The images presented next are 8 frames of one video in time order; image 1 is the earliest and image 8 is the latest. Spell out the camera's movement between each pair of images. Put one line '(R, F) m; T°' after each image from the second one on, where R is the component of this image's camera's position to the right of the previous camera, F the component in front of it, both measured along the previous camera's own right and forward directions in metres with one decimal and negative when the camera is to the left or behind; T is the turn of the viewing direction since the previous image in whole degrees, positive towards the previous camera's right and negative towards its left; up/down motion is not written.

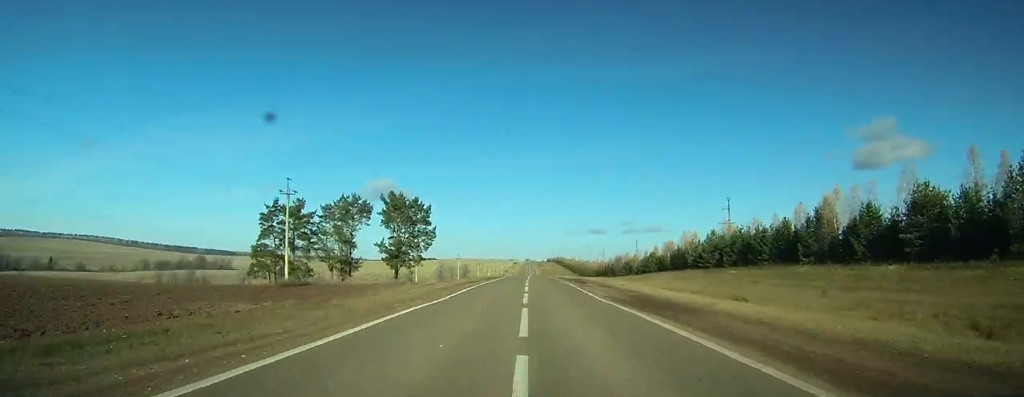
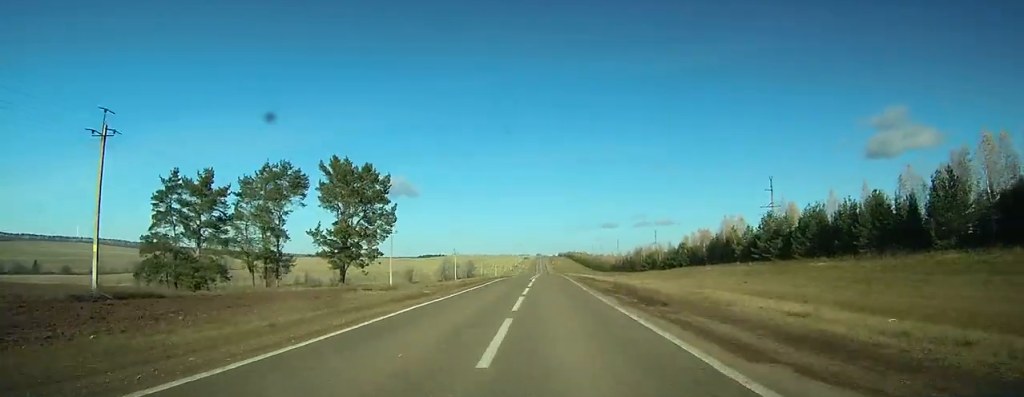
(+0.2, +26.0) m; 0°
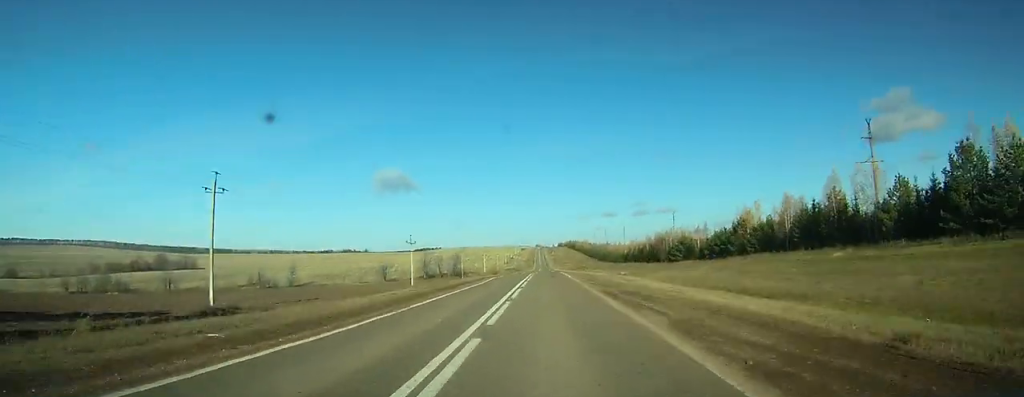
(-0.1, +49.1) m; 0°
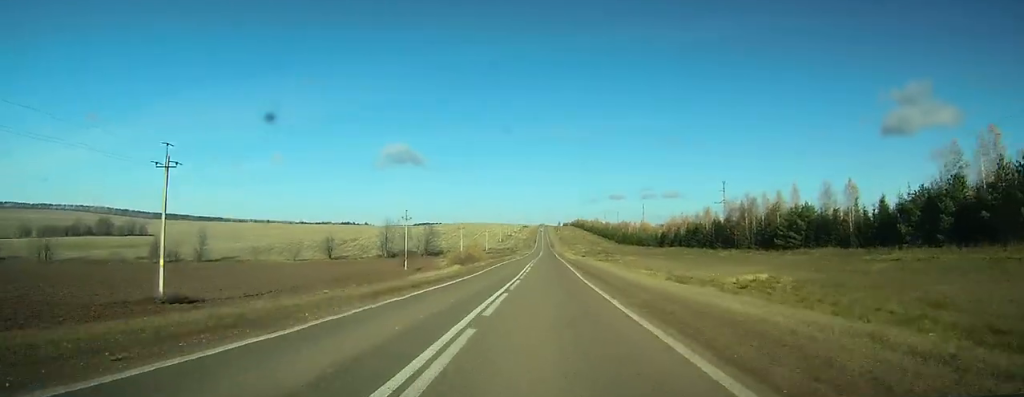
(-0.3, +72.1) m; 0°
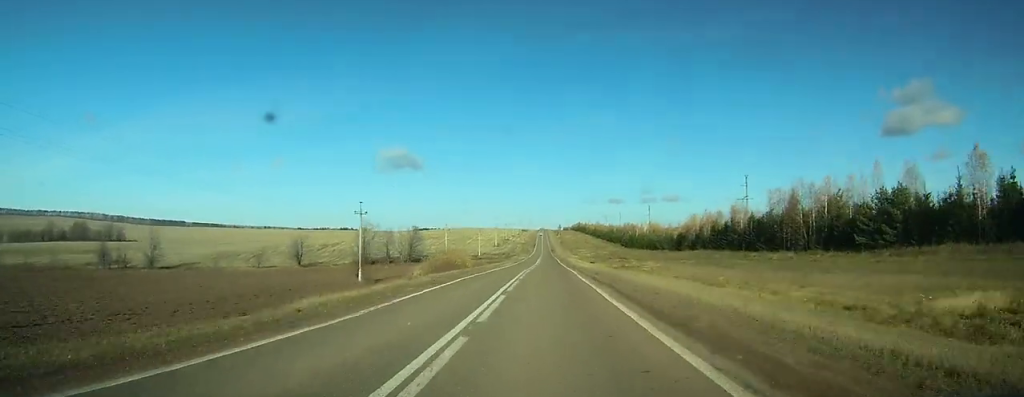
(0.0, +24.5) m; 0°
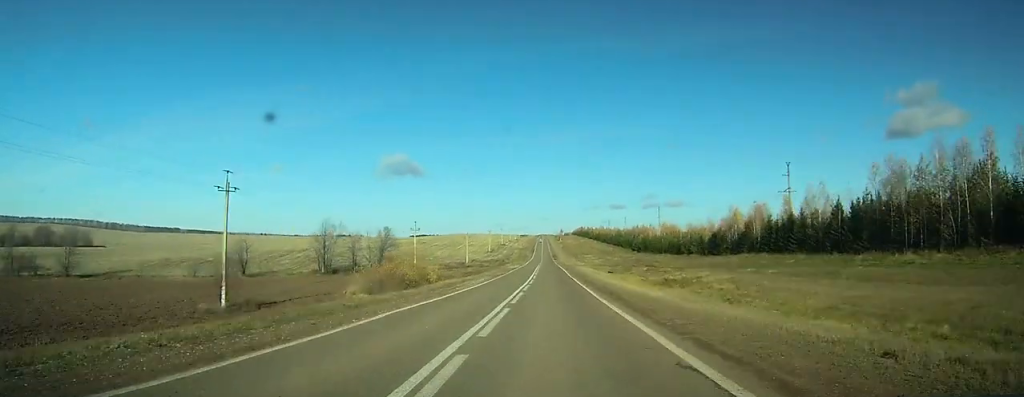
(0.0, +33.1) m; 0°
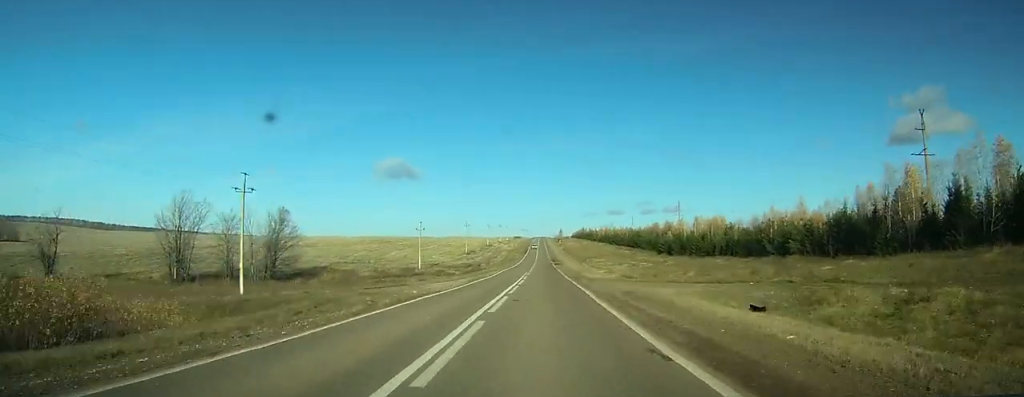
(-0.1, +60.4) m; 0°
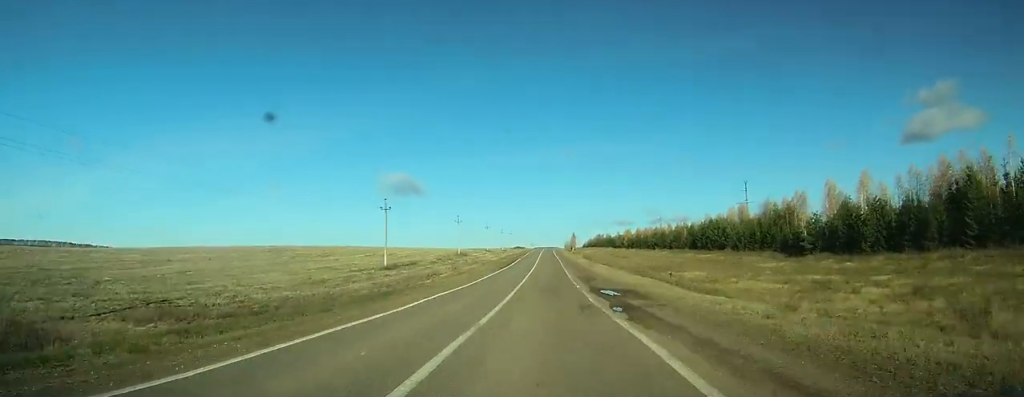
(-0.1, +93.0) m; 0°
